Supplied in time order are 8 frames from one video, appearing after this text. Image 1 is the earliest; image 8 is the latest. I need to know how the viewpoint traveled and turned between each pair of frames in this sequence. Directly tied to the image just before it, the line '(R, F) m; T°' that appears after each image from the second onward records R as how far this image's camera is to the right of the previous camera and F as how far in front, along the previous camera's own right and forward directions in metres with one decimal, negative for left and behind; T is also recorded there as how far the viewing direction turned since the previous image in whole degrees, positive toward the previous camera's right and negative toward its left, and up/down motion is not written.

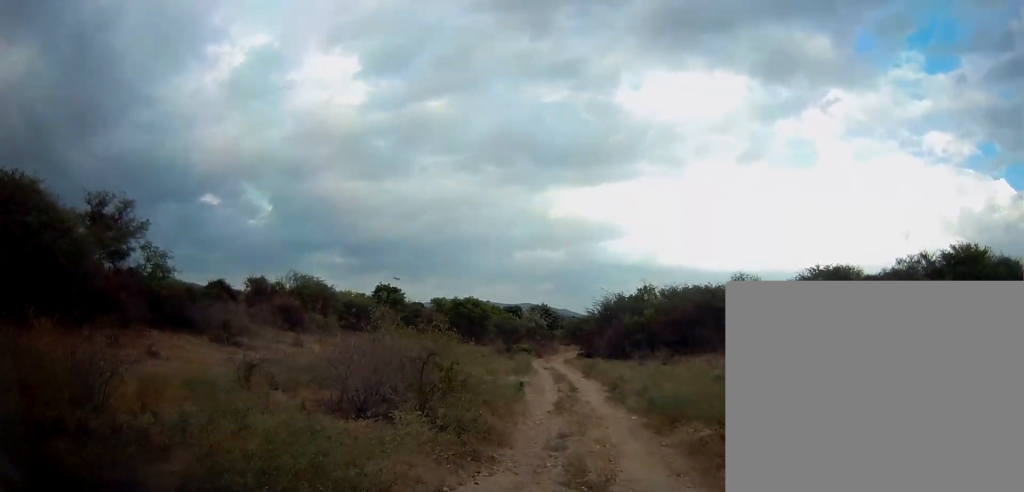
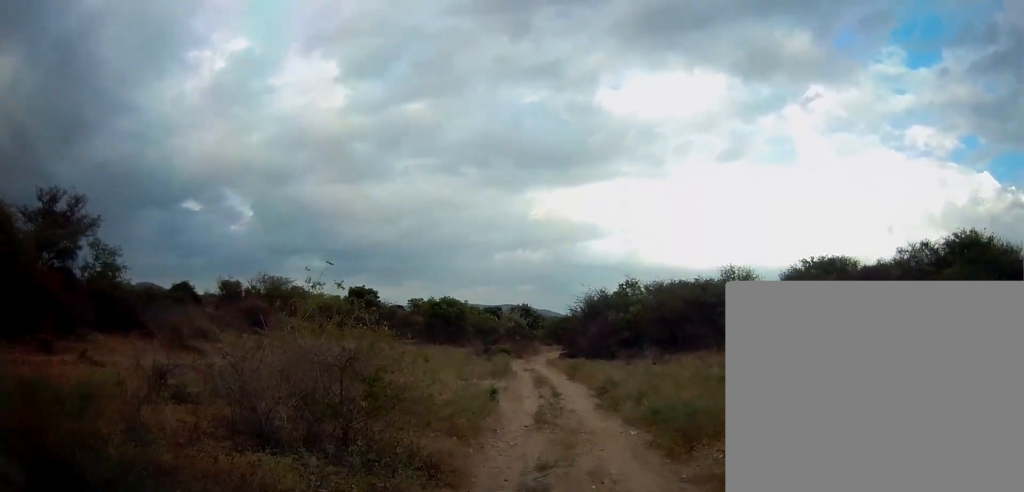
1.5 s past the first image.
(0.0, +2.7) m; +6°
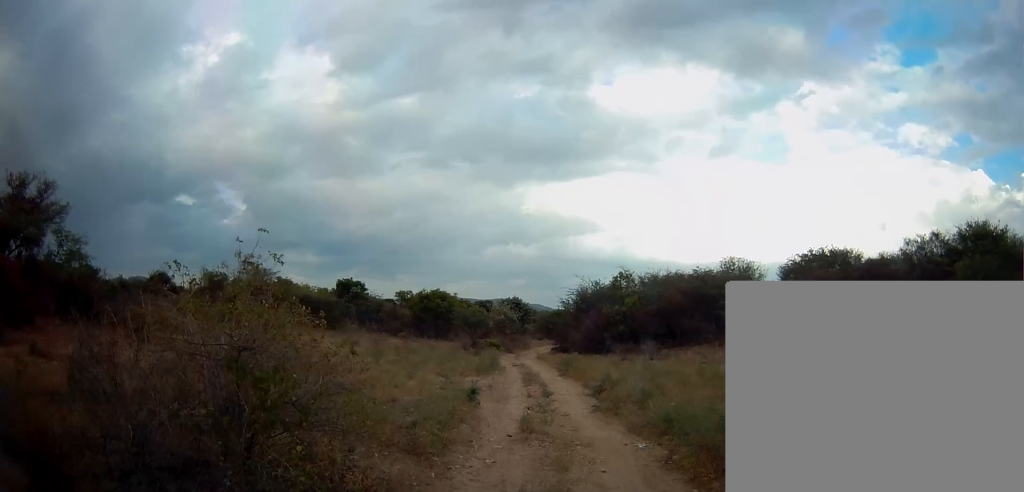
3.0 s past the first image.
(+0.3, +1.9) m; +1°
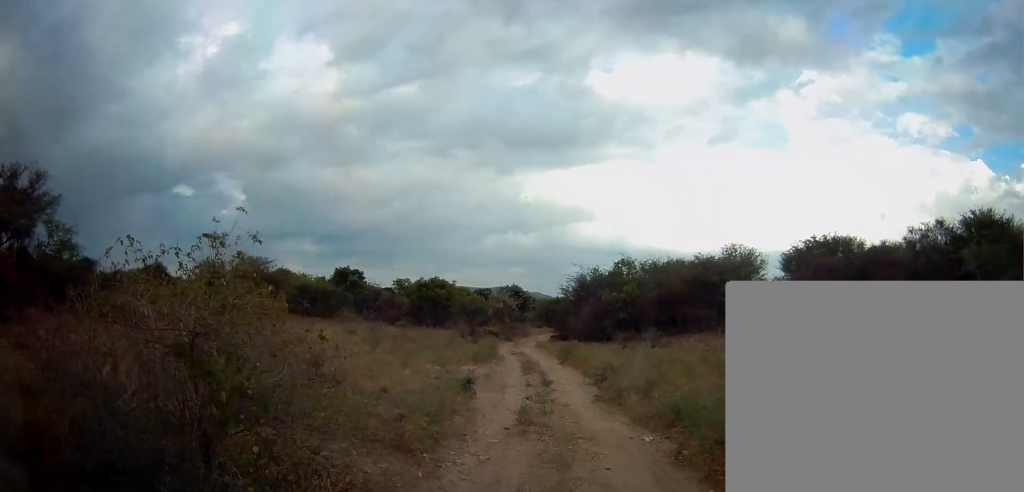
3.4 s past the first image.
(0.0, +0.6) m; +1°
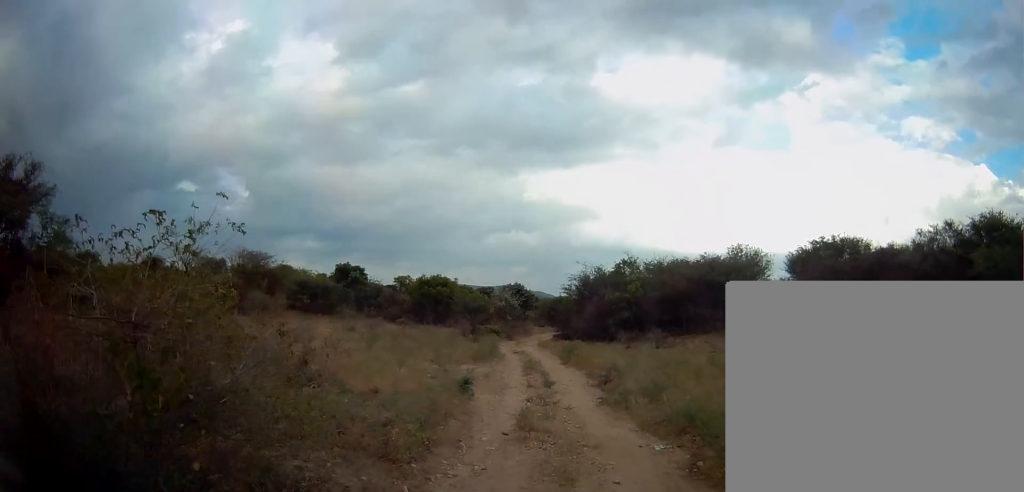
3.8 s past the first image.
(0.0, +0.7) m; -1°
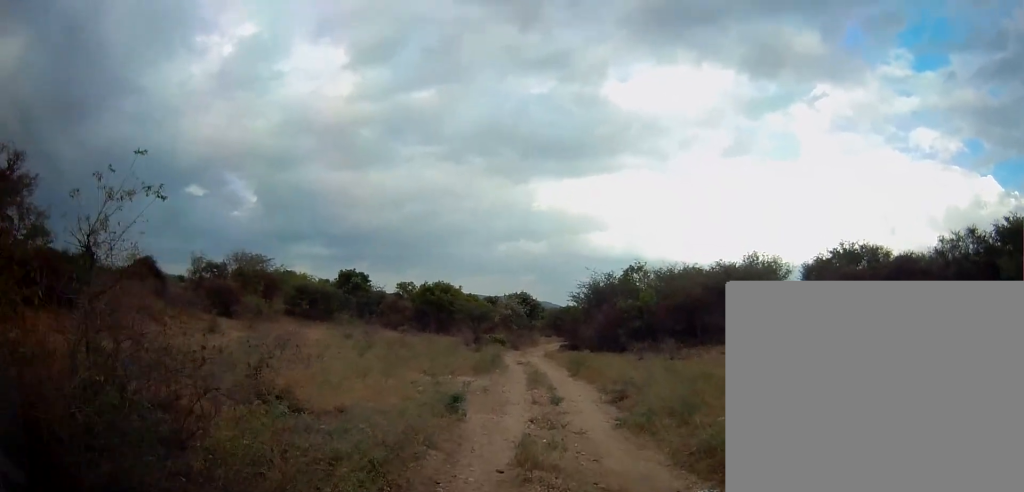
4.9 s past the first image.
(-0.1, +1.8) m; -3°
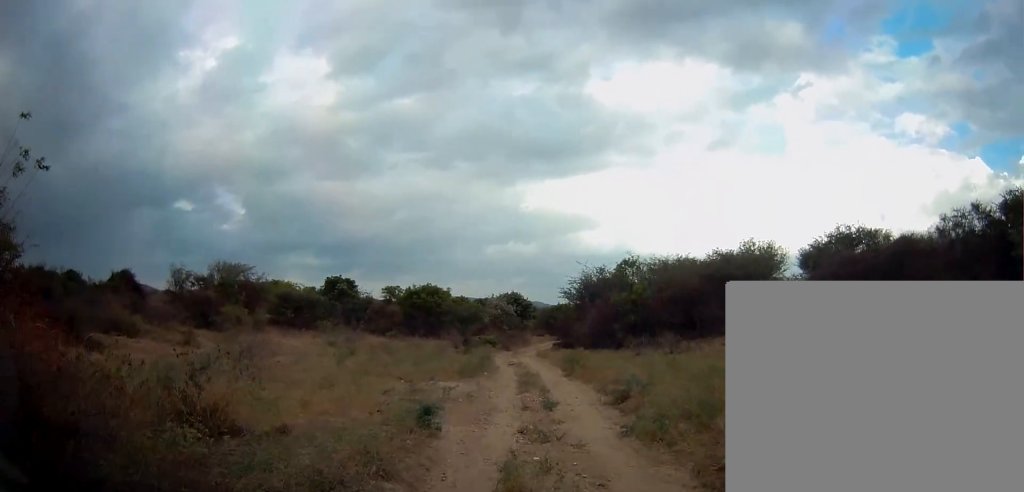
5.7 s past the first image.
(0.0, +1.5) m; -2°
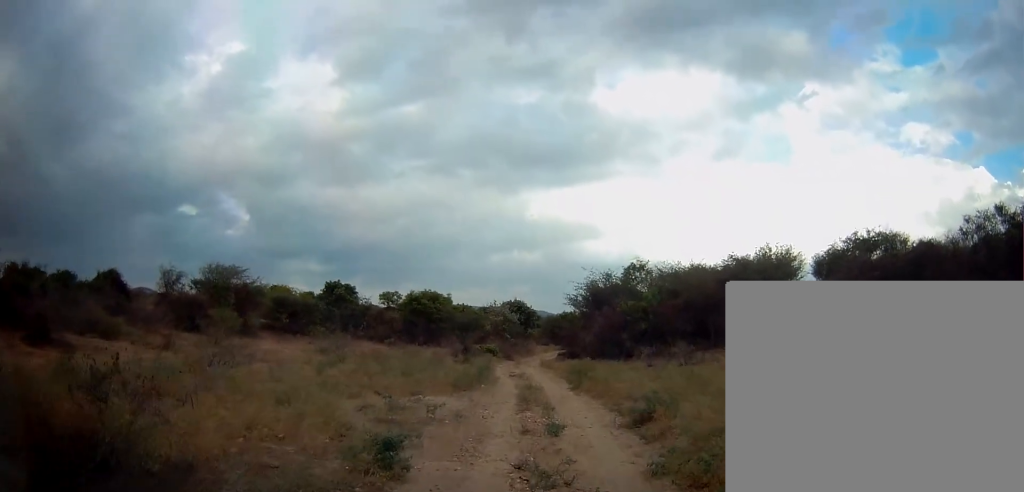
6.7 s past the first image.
(0.0, +2.1) m; +1°
